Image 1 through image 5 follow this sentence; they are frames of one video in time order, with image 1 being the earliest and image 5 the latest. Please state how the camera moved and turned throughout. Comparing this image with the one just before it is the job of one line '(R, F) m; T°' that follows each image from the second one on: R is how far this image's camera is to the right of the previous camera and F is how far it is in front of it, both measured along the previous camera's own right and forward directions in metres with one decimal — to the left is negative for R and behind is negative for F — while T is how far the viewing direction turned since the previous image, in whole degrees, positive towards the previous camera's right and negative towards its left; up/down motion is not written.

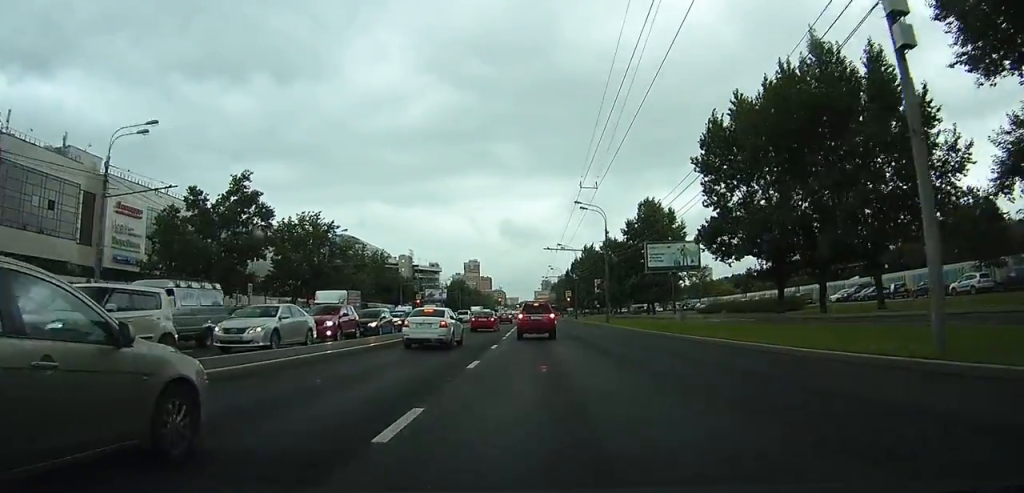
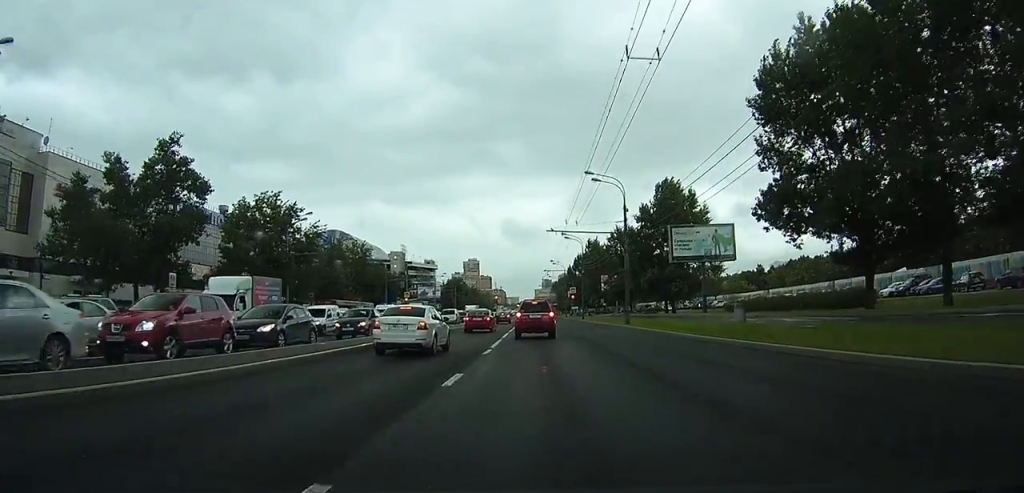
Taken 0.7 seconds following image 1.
(0.0, +11.5) m; 0°
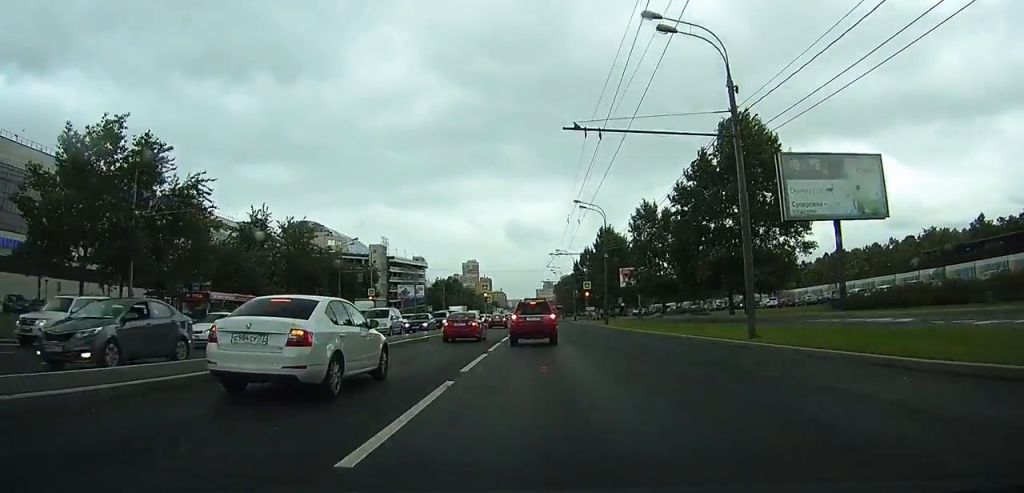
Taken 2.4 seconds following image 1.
(-0.2, +24.5) m; -1°
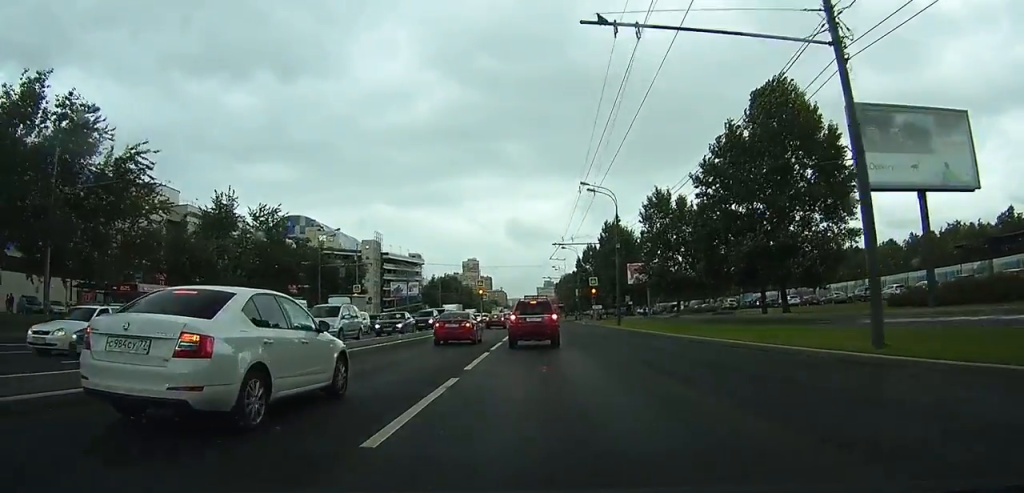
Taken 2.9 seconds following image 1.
(0.0, +7.4) m; 0°
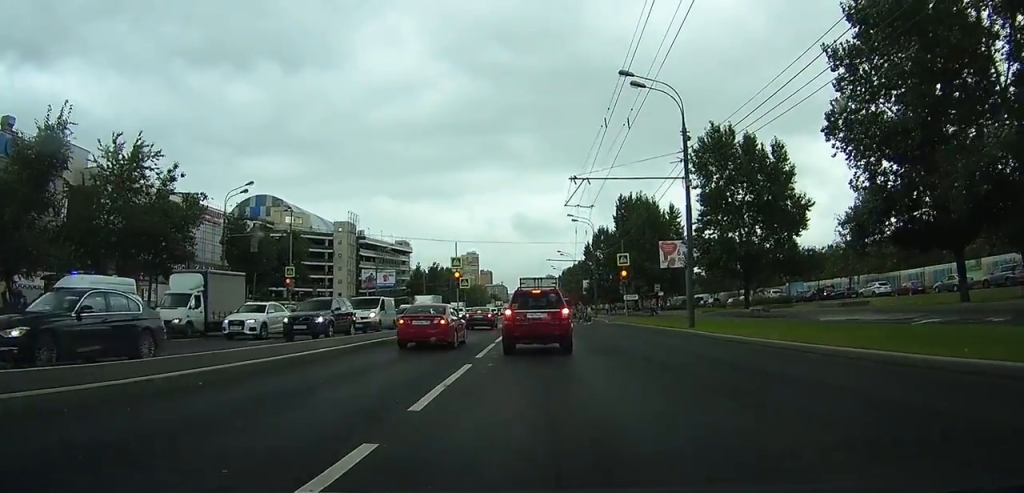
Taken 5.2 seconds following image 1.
(+0.2, +23.0) m; 0°
